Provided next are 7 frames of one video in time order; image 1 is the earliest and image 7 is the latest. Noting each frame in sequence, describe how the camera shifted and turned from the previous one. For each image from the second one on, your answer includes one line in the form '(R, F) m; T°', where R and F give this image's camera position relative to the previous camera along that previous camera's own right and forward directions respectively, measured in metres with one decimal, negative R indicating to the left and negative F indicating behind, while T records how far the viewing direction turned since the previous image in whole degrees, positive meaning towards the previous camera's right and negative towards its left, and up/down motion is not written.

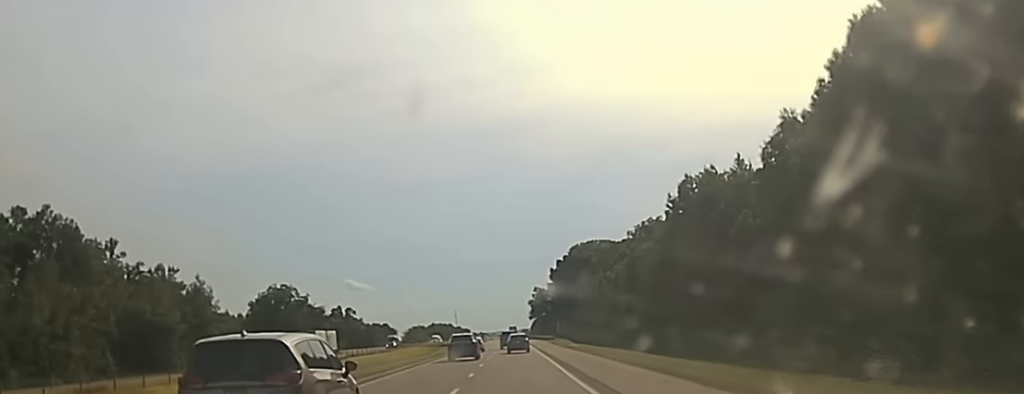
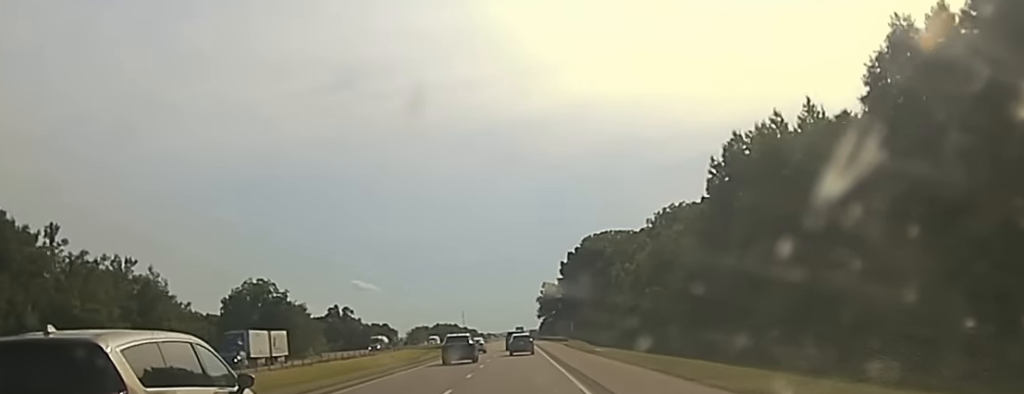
(-0.2, +24.4) m; 0°
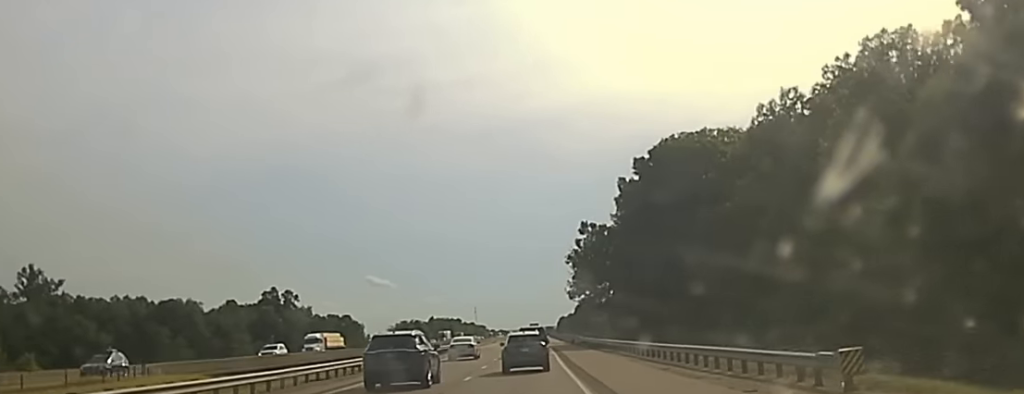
(-1.1, +126.4) m; -1°
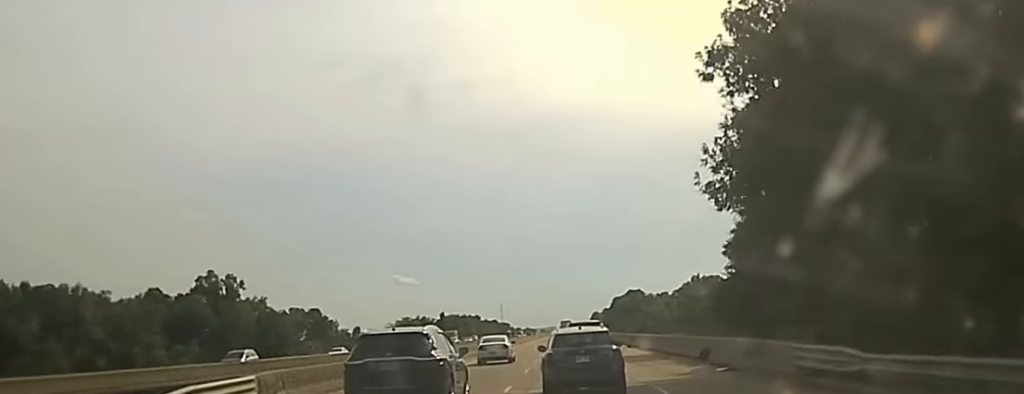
(-0.4, +86.6) m; -1°
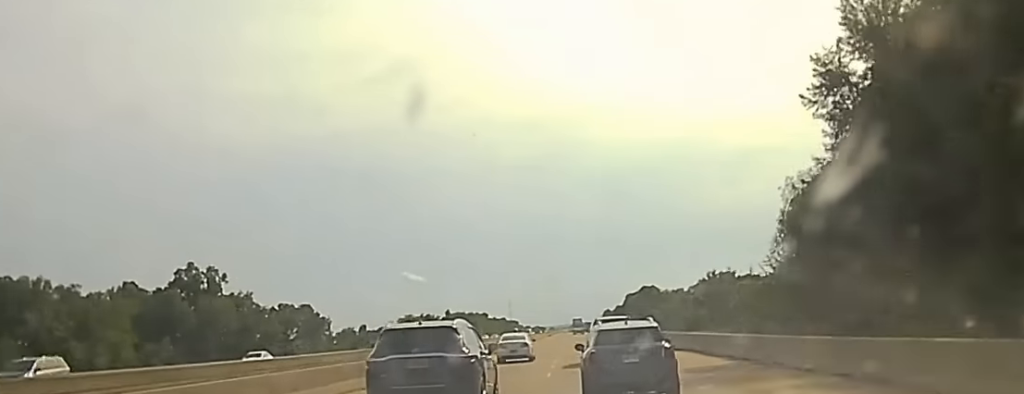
(-0.3, +20.4) m; 0°
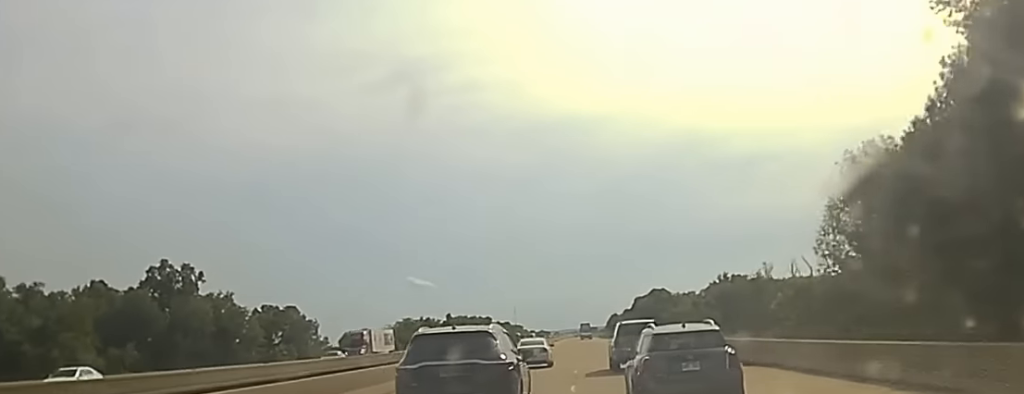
(-0.2, +19.6) m; 0°
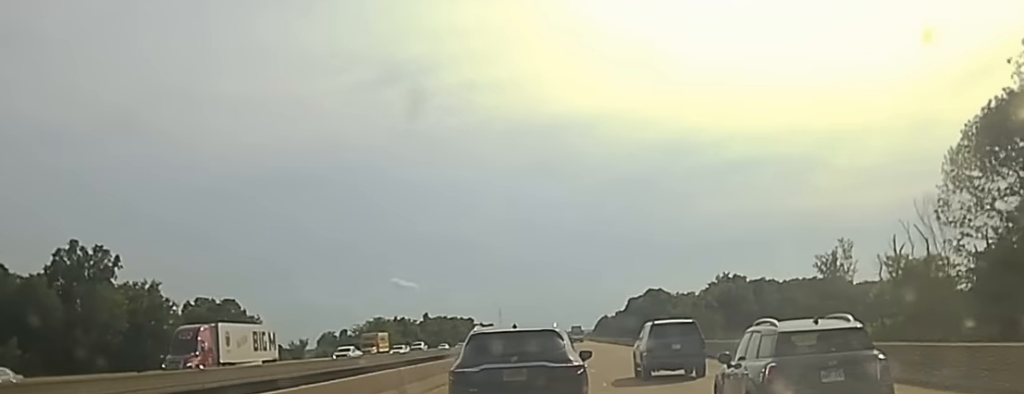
(-0.1, +35.3) m; +1°
